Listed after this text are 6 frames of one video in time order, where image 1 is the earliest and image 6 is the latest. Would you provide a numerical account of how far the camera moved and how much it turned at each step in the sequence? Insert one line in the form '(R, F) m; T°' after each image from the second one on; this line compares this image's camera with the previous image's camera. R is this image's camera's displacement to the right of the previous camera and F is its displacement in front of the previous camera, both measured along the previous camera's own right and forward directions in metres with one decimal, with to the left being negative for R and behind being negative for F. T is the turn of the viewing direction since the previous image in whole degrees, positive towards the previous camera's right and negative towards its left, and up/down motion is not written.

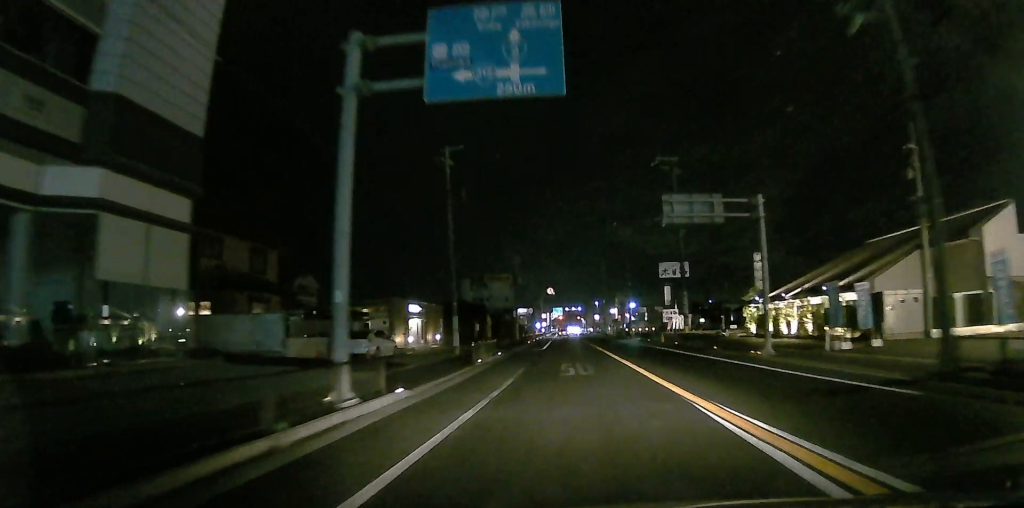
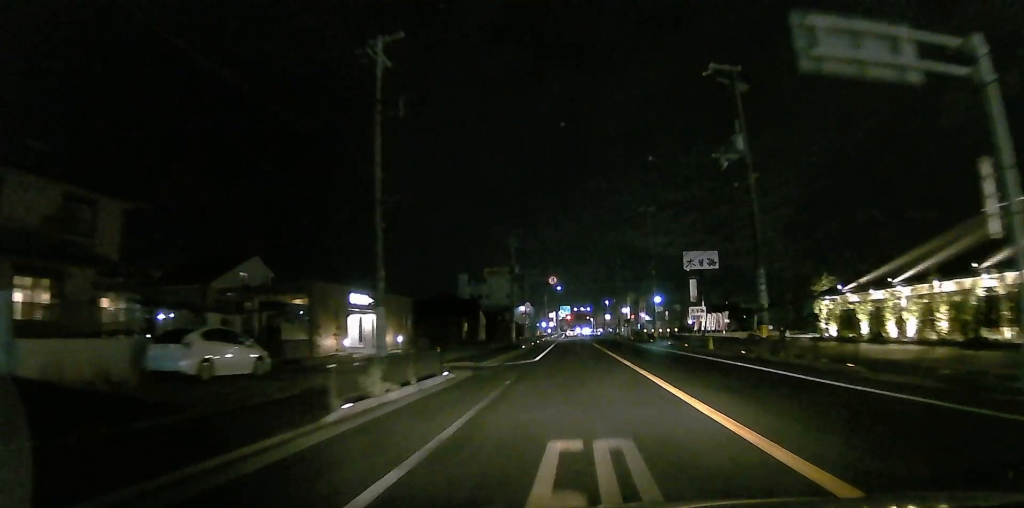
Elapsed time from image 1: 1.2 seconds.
(-0.4, +15.1) m; -2°
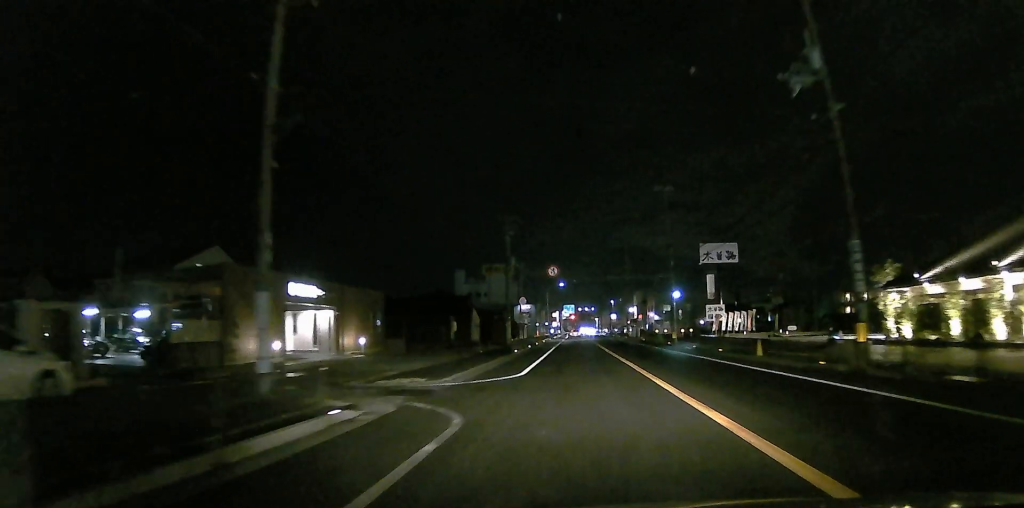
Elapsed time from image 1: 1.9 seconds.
(0.0, +8.5) m; 0°
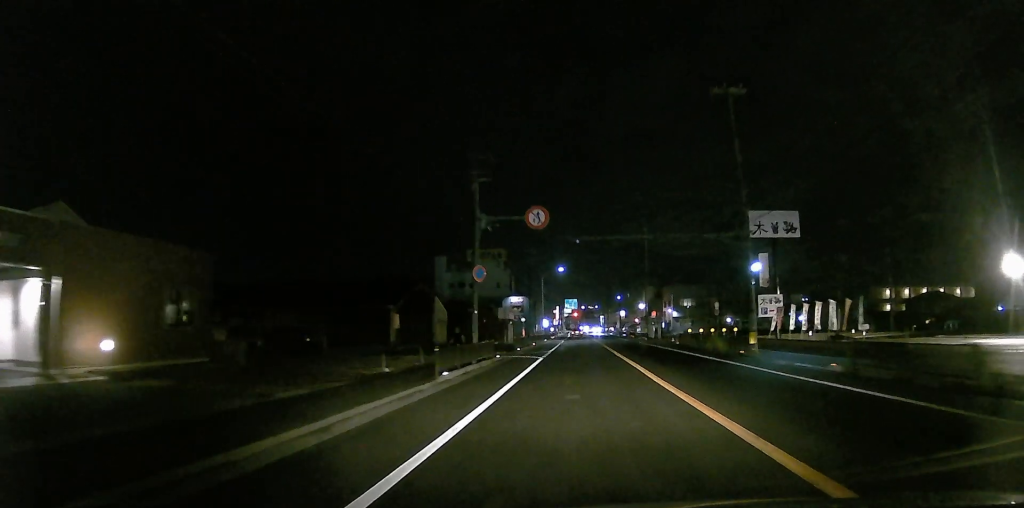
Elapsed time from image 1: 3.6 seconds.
(0.0, +21.0) m; 0°
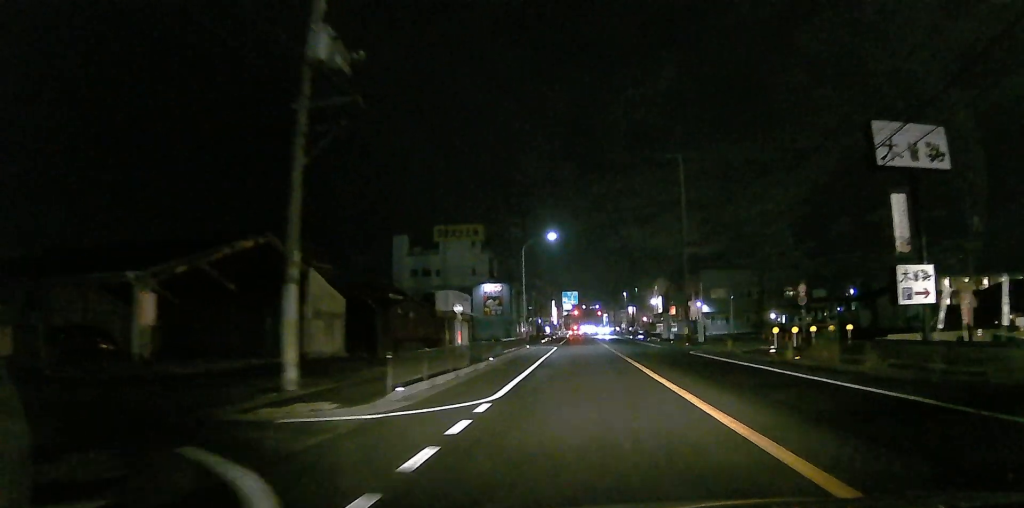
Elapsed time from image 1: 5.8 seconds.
(0.0, +25.1) m; 0°
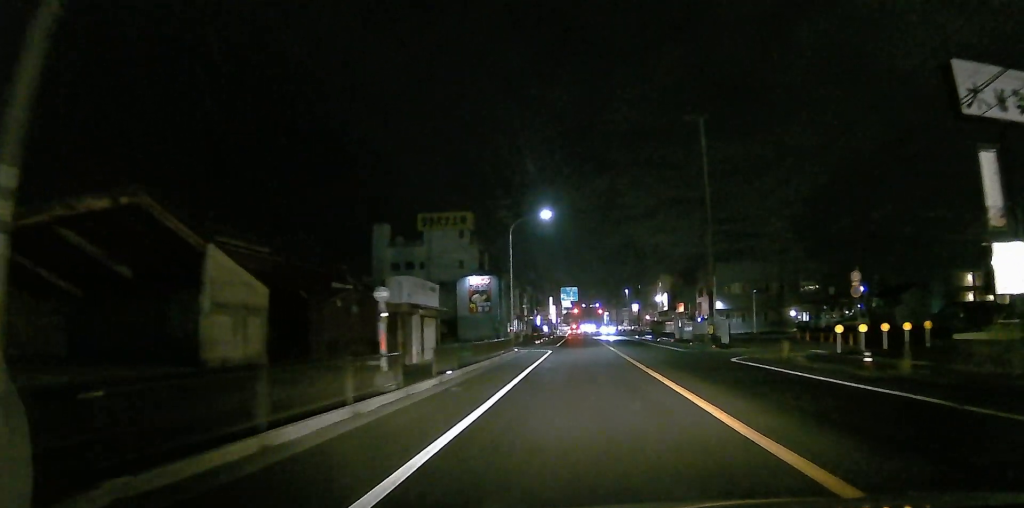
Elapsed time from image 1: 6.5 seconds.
(0.0, +8.3) m; 0°
